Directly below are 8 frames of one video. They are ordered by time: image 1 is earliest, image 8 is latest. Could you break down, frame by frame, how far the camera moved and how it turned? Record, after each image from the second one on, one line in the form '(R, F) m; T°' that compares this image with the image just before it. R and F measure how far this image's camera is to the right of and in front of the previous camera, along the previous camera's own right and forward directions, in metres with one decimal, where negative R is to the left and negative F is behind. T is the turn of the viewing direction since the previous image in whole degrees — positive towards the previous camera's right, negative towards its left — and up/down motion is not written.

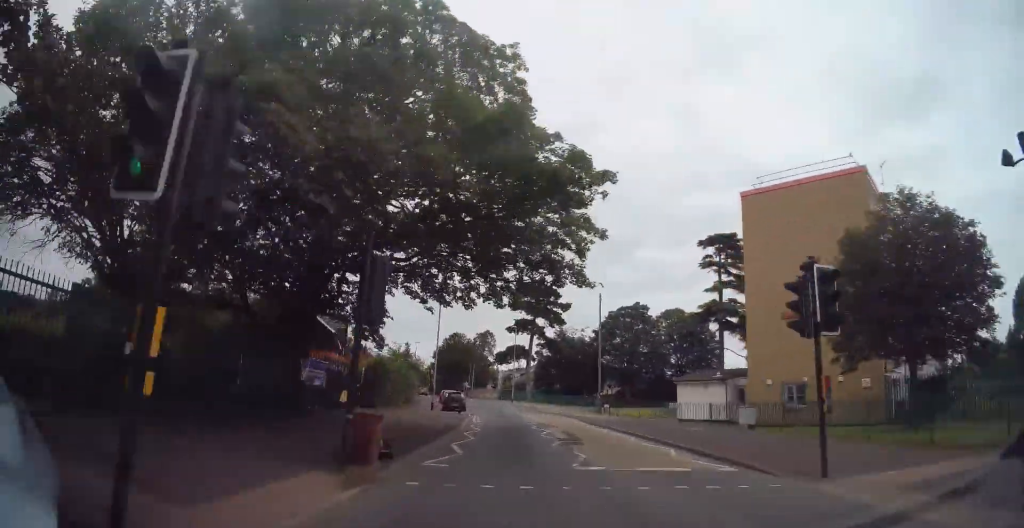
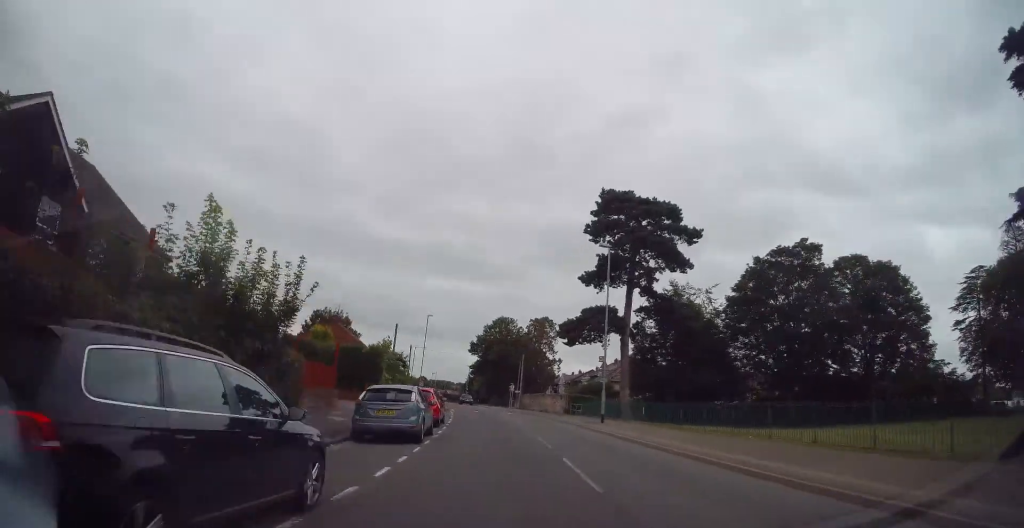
(-1.7, +42.9) m; -7°
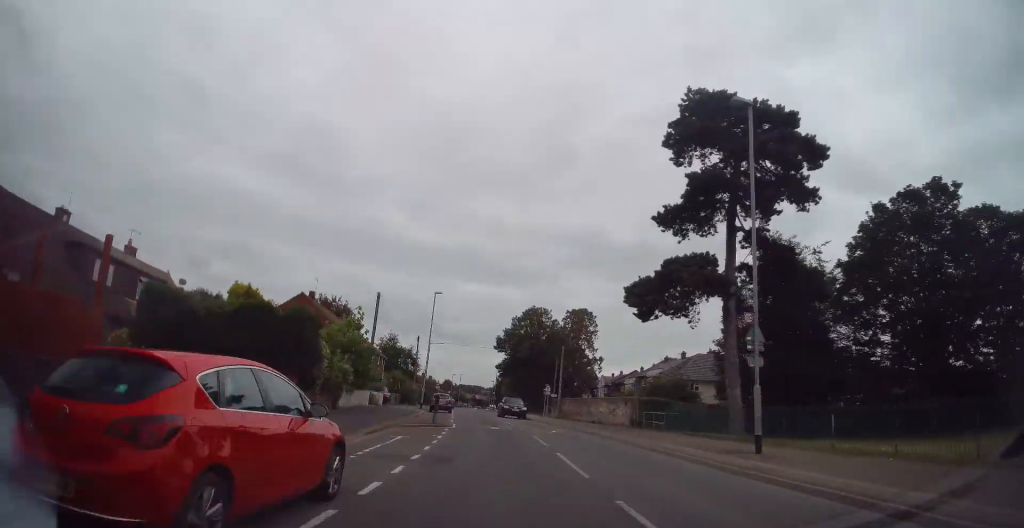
(-0.7, +16.4) m; -3°
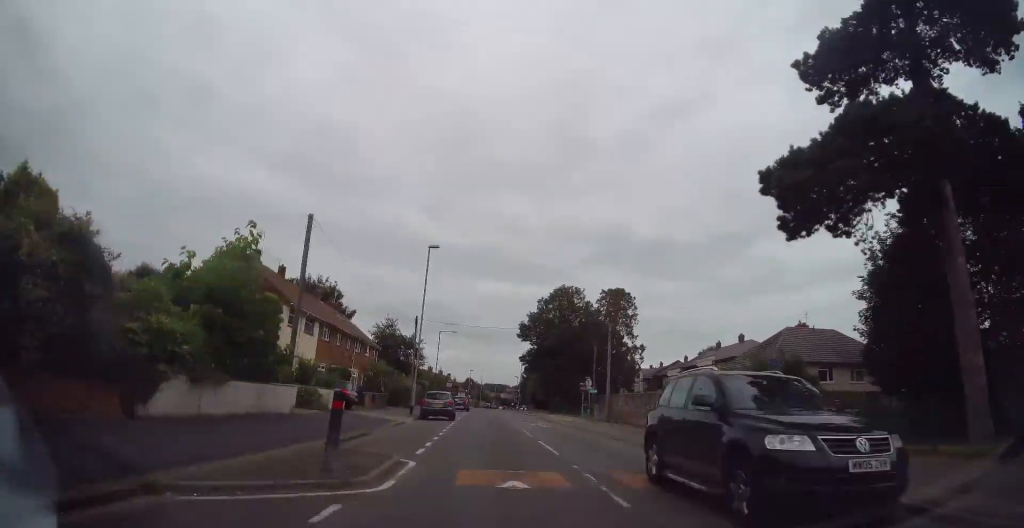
(-0.3, +14.7) m; -2°
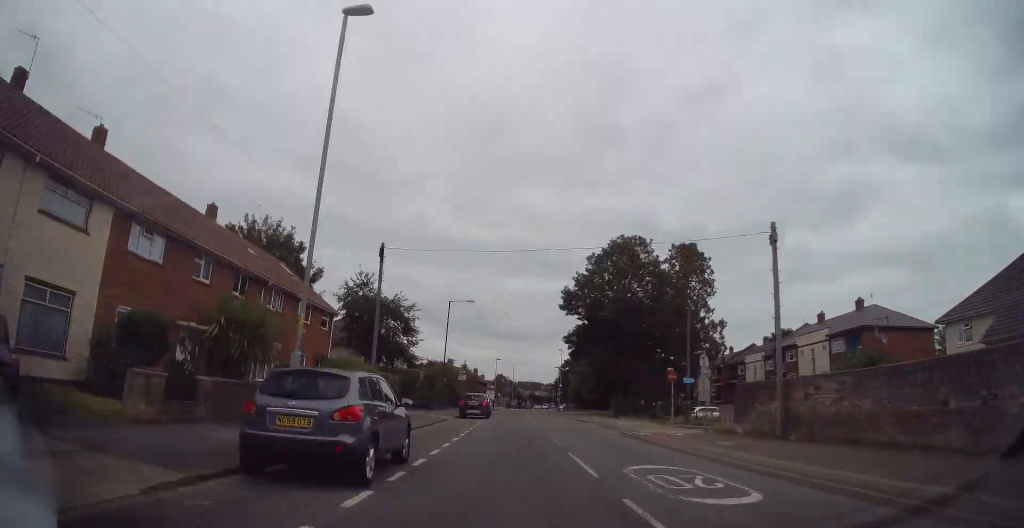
(-0.8, +23.6) m; -2°
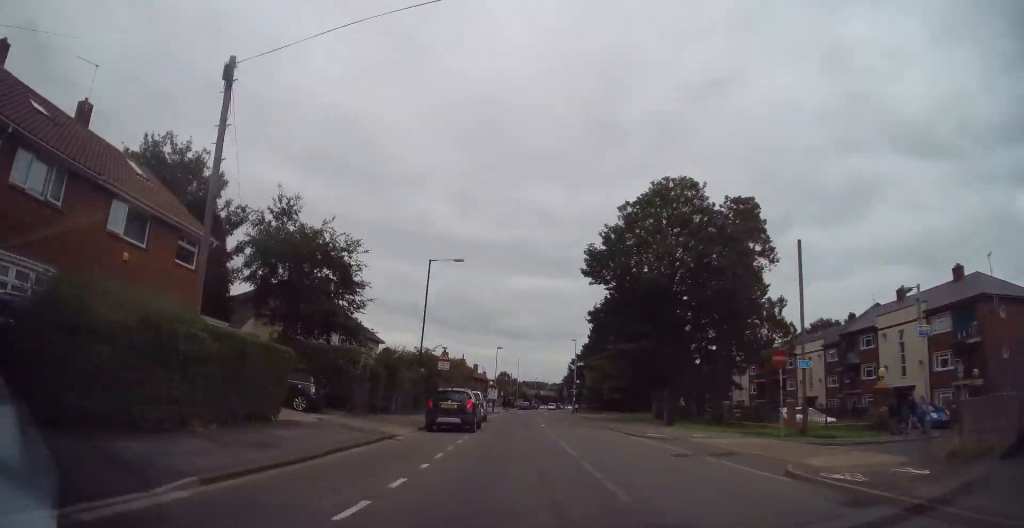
(-0.1, +14.9) m; 0°
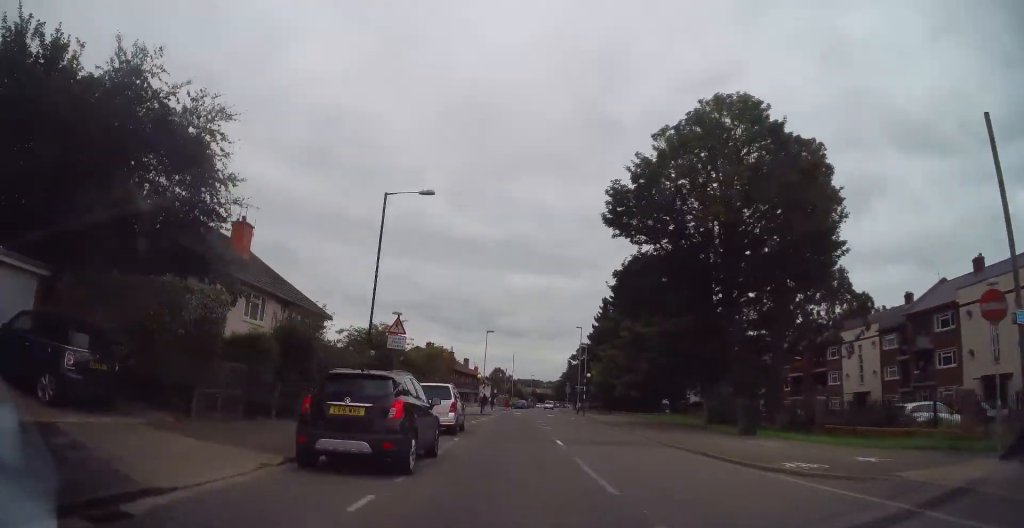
(+0.3, +11.4) m; 0°
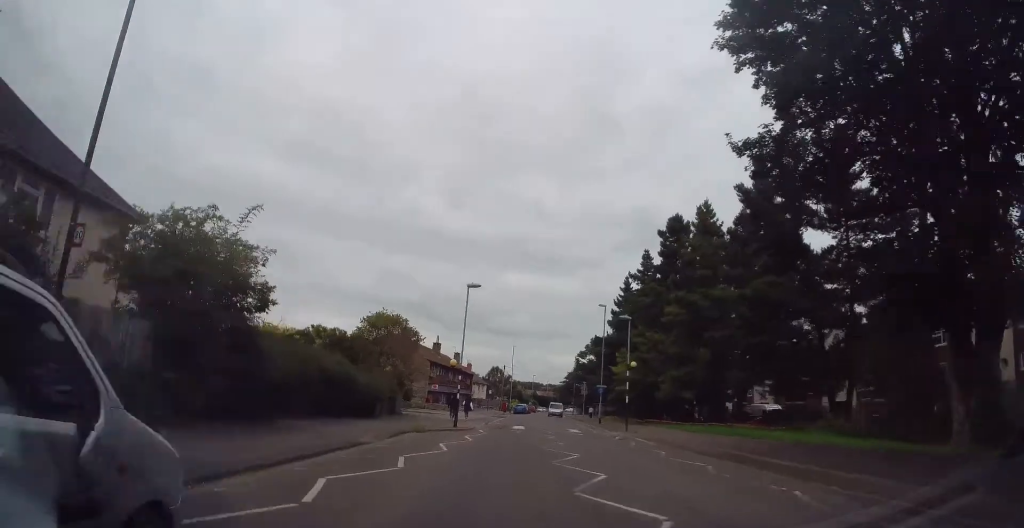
(-0.1, +16.9) m; 0°
